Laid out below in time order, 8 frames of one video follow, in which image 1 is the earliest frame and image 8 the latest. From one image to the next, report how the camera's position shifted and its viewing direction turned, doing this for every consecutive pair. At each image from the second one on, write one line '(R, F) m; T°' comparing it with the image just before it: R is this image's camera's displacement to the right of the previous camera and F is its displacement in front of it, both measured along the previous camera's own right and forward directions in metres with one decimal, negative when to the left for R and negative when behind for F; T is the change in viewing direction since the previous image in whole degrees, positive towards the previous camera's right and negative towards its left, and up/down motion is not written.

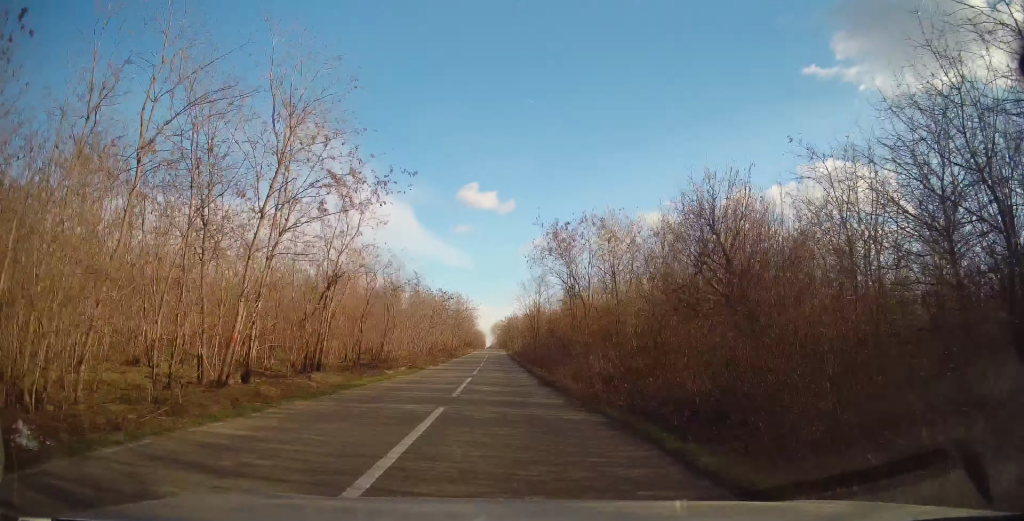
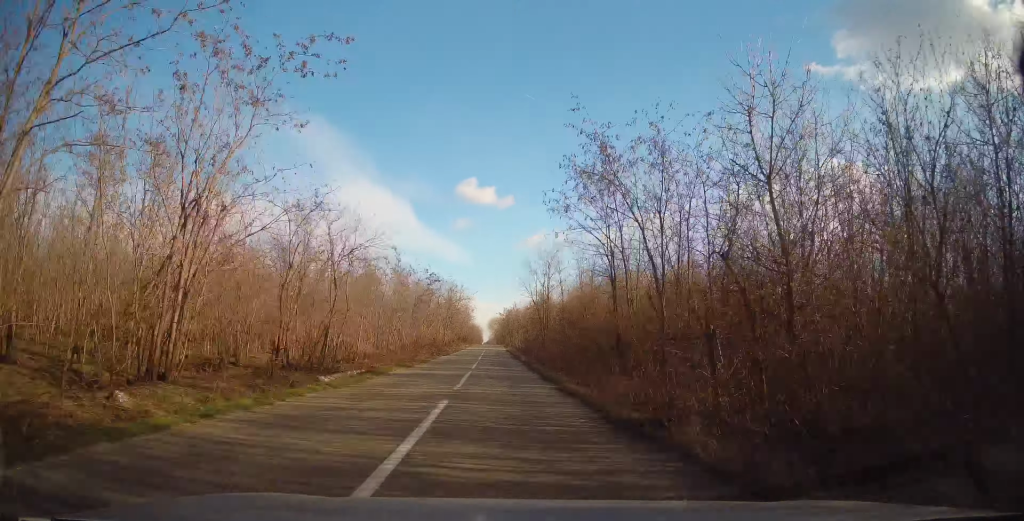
(-0.1, +11.6) m; 0°
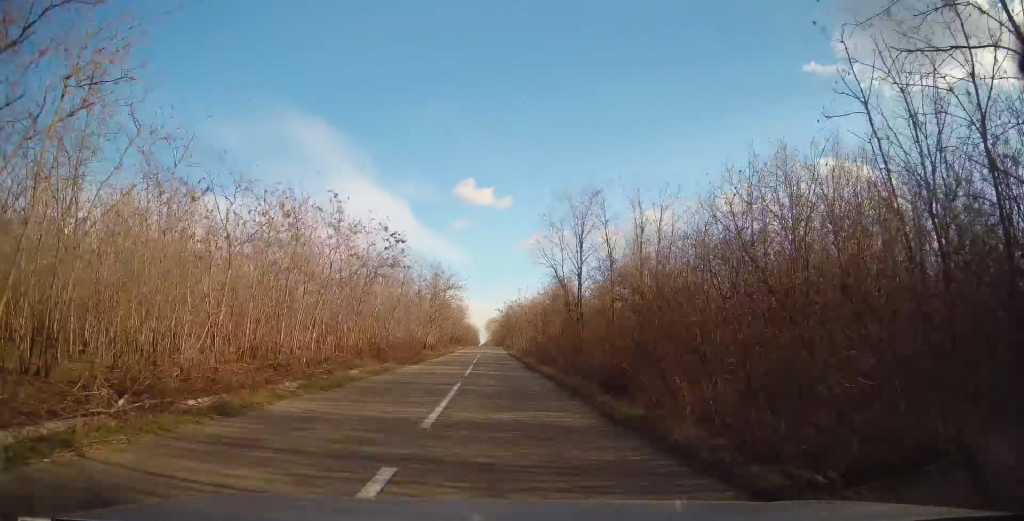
(-0.4, +18.0) m; +1°
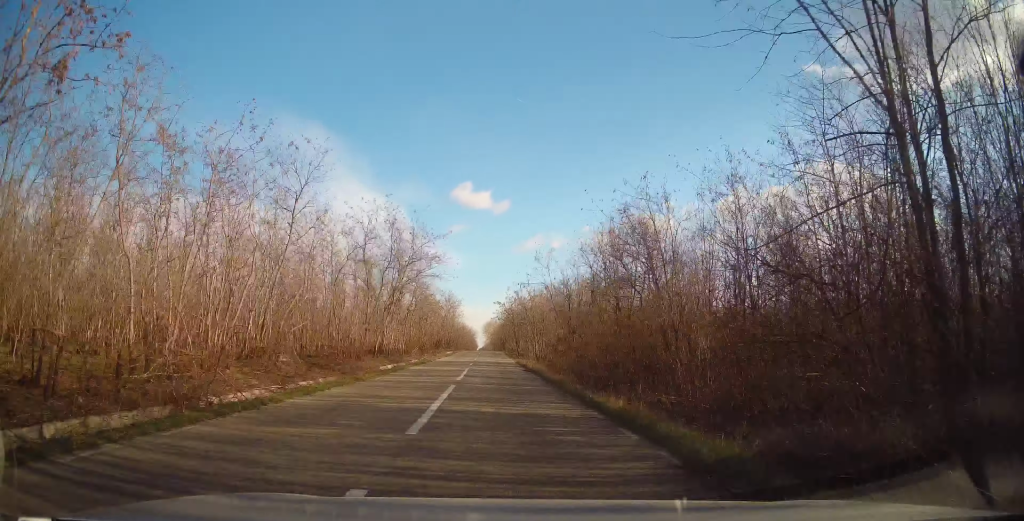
(+0.9, +25.0) m; +1°
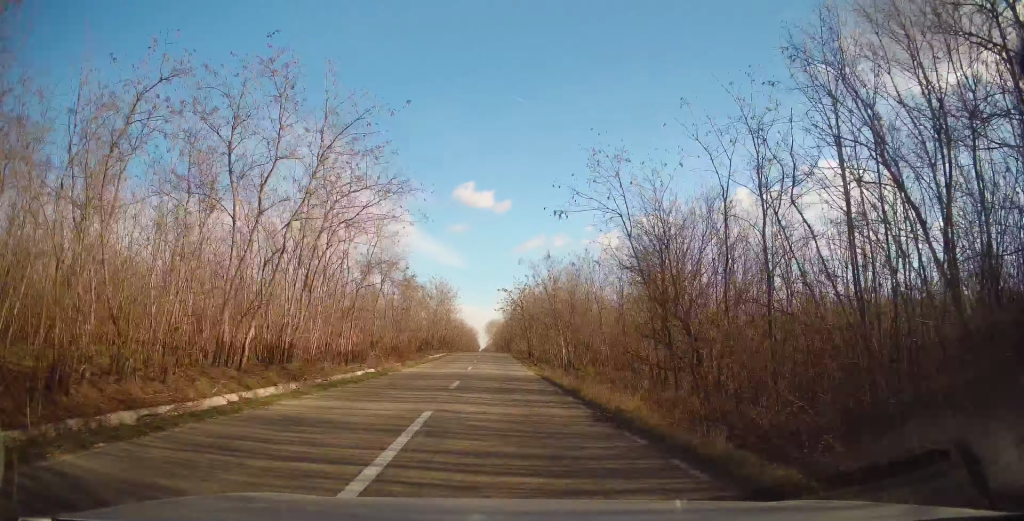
(-0.2, +17.9) m; -1°
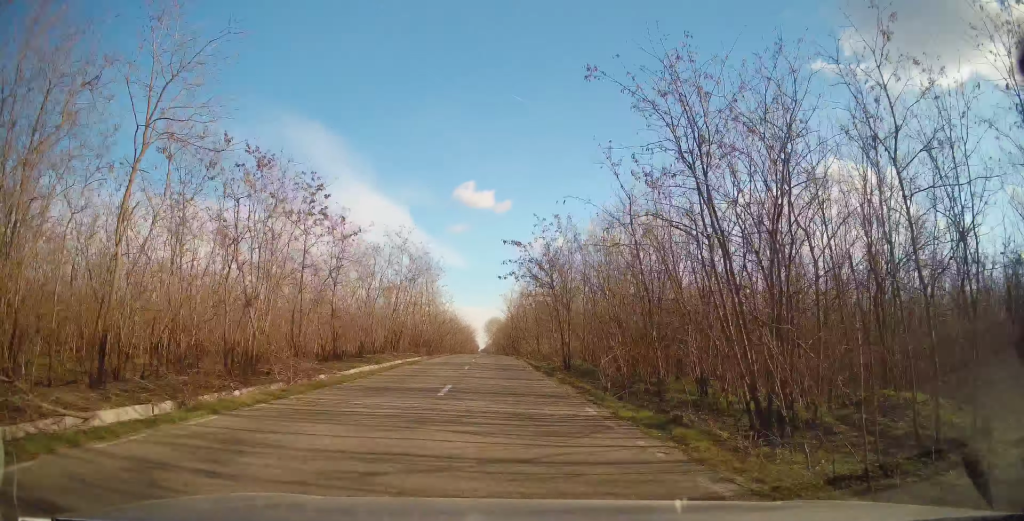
(-0.5, +26.5) m; -1°
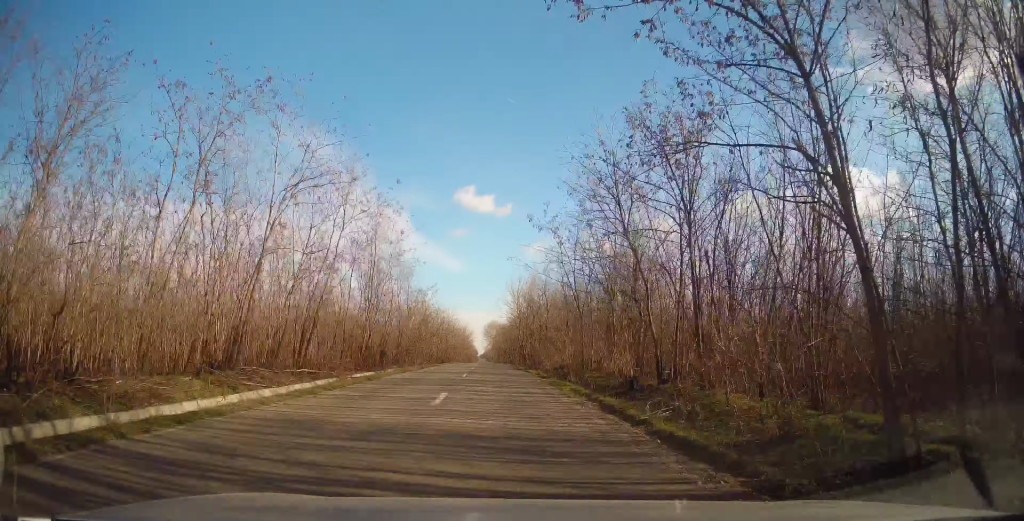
(+0.2, +24.8) m; +1°
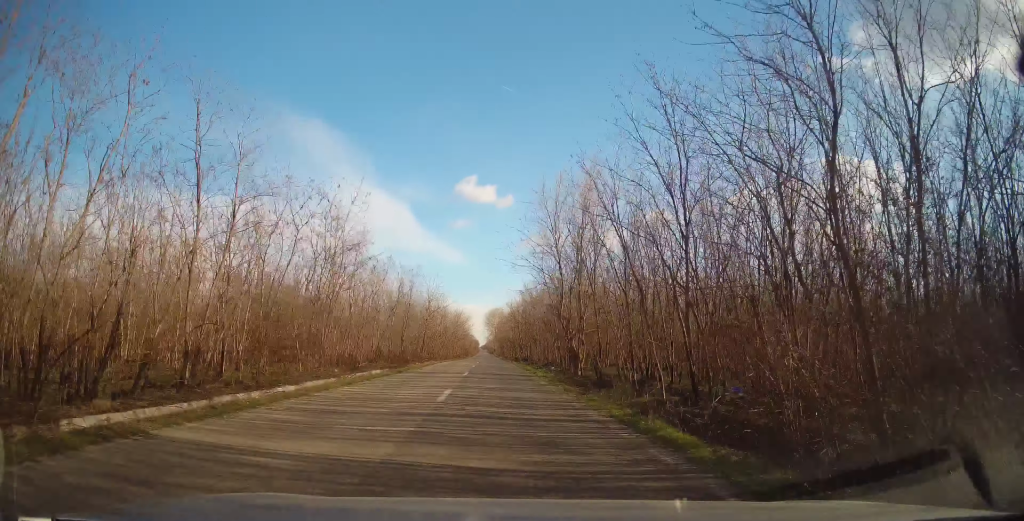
(+0.2, +35.3) m; 0°
